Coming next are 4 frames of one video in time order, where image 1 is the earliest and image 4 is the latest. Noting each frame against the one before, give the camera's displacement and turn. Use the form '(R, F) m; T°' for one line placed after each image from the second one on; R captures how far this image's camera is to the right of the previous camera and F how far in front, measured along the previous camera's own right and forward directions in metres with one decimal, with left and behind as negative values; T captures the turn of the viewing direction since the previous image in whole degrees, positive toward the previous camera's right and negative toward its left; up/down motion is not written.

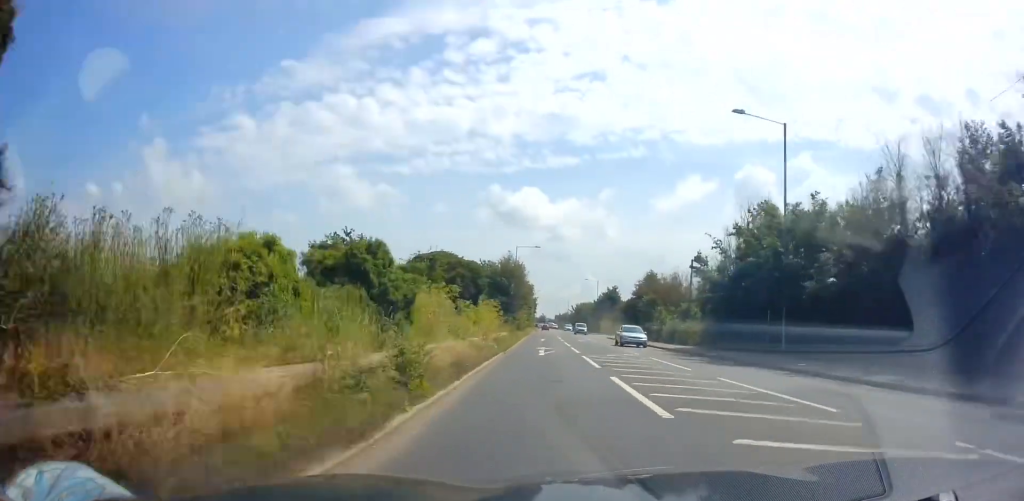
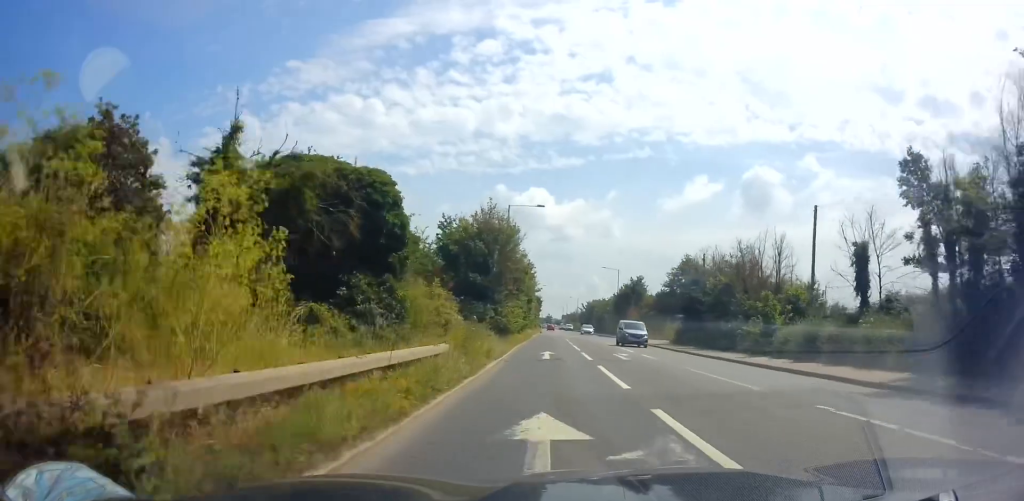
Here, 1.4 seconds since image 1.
(-0.2, +22.5) m; -2°
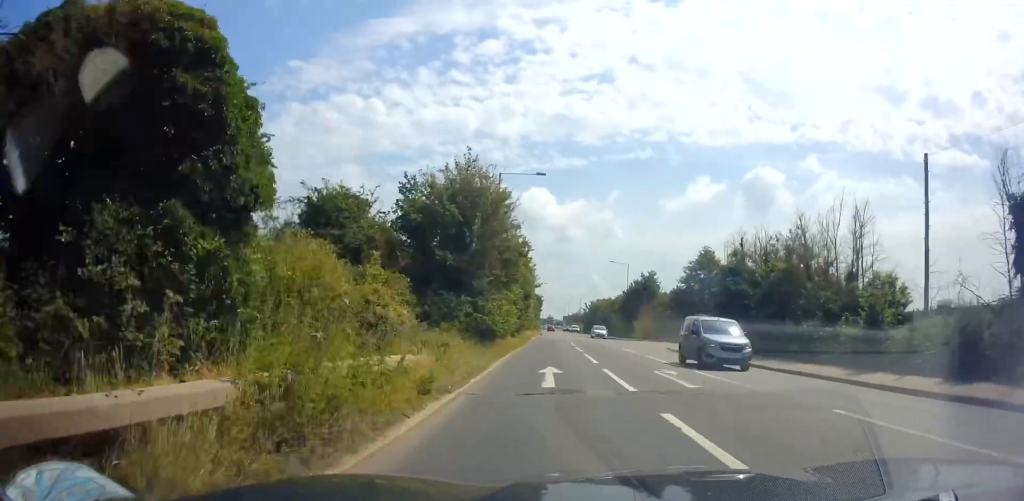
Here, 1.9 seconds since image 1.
(-0.3, +9.4) m; 0°
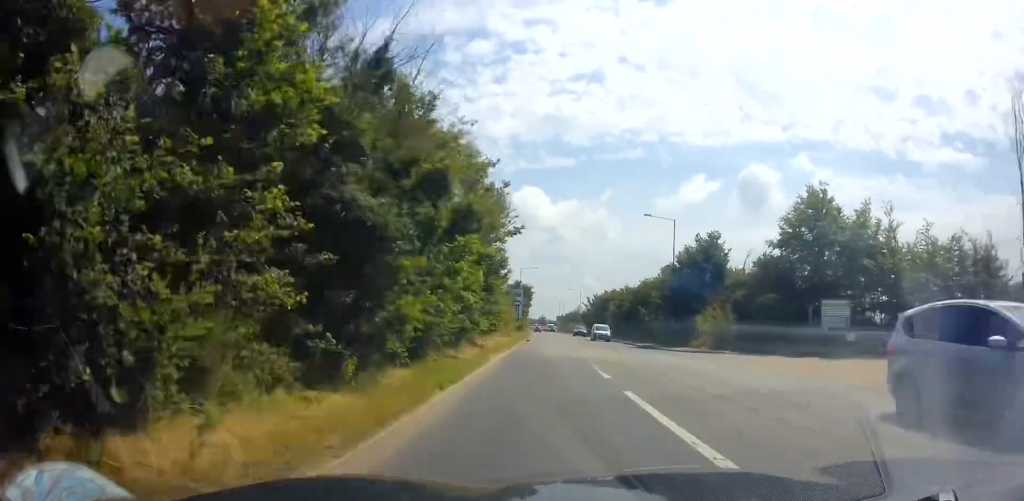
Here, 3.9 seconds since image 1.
(+1.0, +32.5) m; +4°
